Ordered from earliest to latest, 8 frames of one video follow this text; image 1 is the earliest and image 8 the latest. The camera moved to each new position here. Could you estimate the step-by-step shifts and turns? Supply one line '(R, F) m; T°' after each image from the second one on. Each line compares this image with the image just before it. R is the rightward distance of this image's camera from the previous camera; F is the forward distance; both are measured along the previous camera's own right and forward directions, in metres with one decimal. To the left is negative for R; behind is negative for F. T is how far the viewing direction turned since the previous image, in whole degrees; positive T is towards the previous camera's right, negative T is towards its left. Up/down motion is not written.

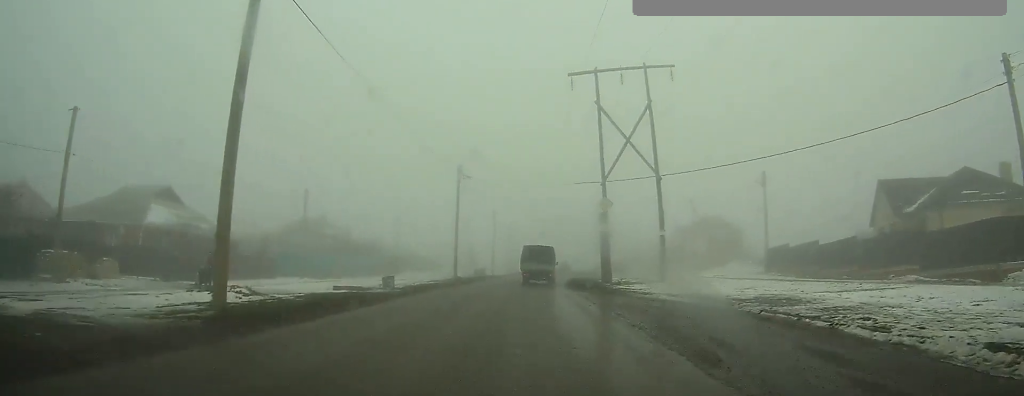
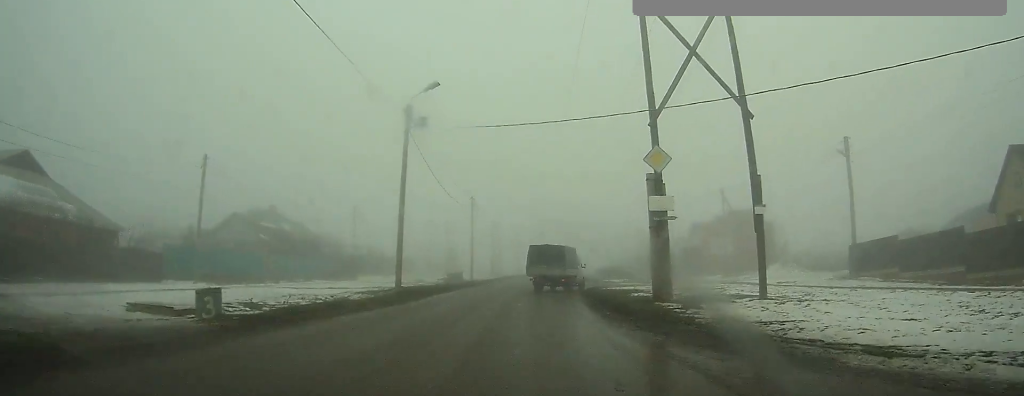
(+0.1, +15.0) m; +1°
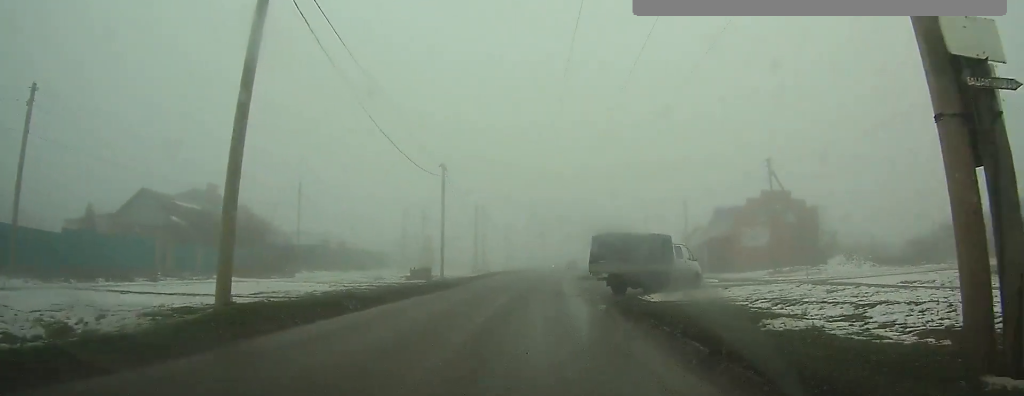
(+0.1, +13.5) m; +1°
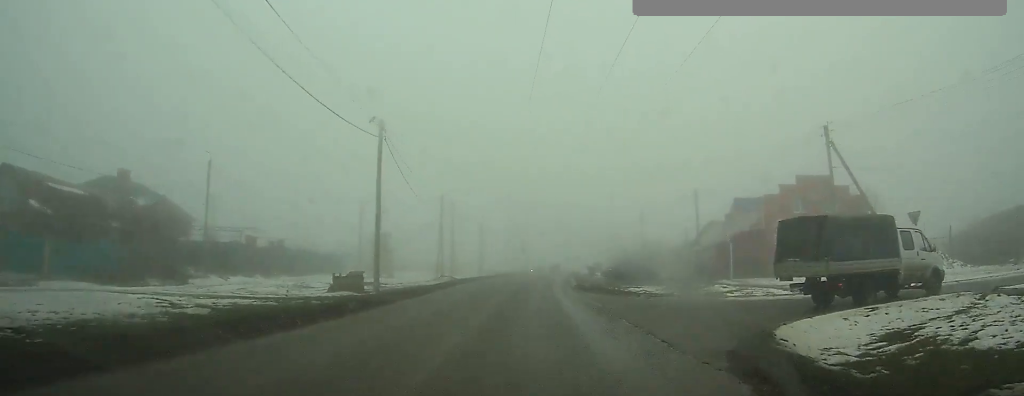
(+0.2, +11.5) m; +1°
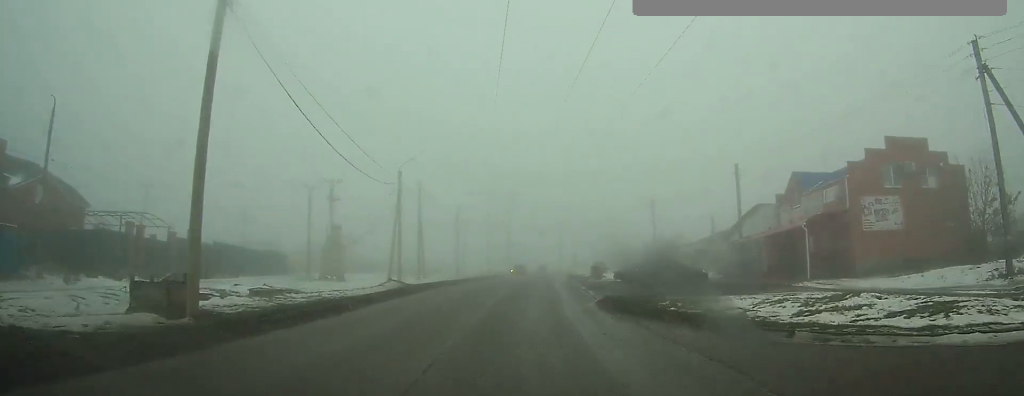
(+0.1, +12.2) m; 0°
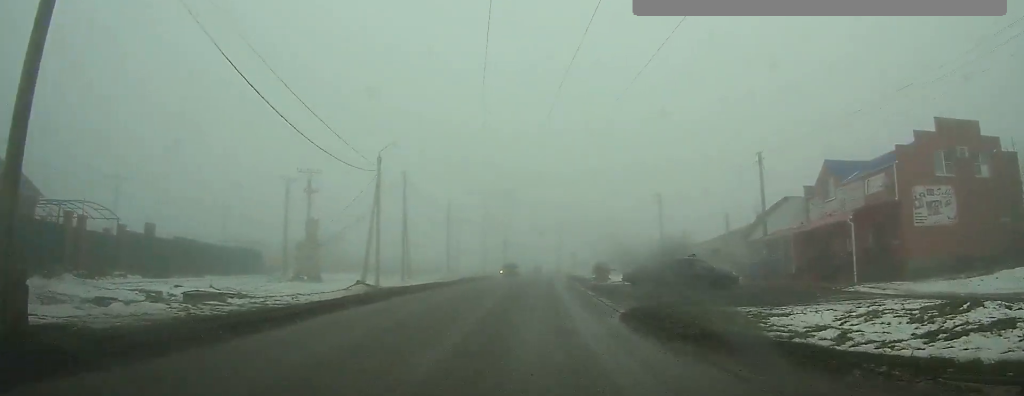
(0.0, +4.5) m; 0°
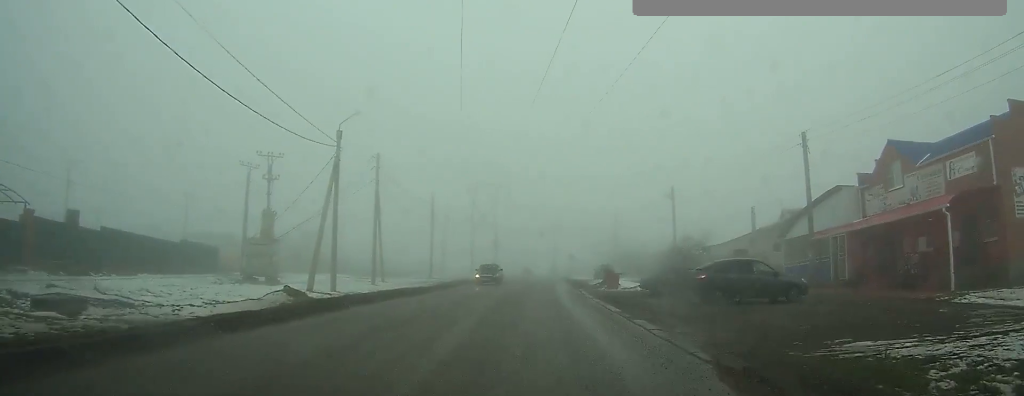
(0.0, +7.1) m; 0°
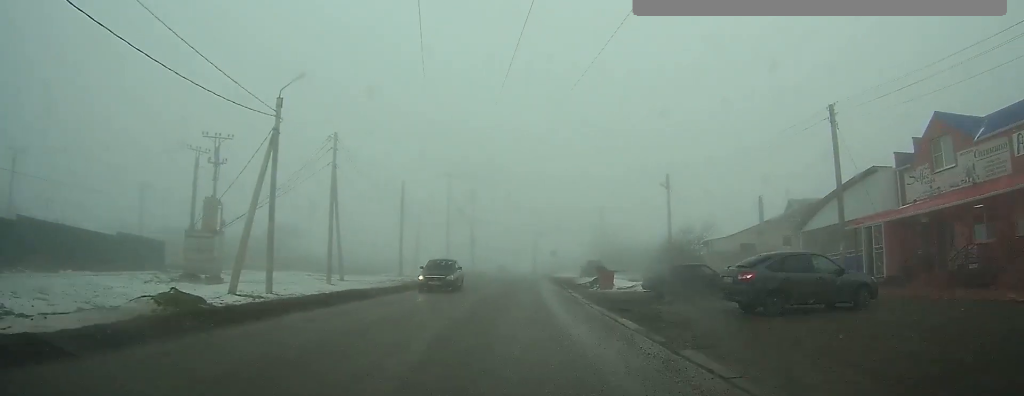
(0.0, +6.6) m; 0°
